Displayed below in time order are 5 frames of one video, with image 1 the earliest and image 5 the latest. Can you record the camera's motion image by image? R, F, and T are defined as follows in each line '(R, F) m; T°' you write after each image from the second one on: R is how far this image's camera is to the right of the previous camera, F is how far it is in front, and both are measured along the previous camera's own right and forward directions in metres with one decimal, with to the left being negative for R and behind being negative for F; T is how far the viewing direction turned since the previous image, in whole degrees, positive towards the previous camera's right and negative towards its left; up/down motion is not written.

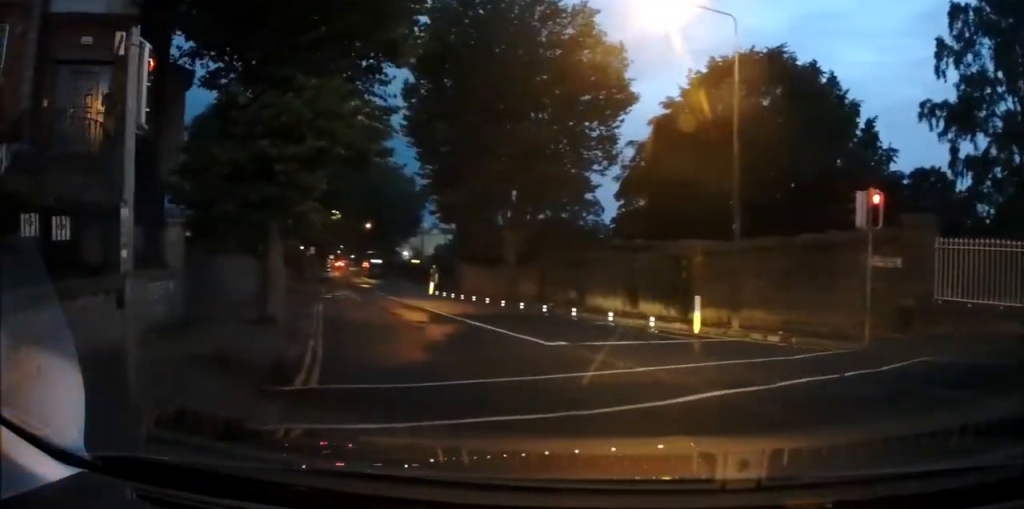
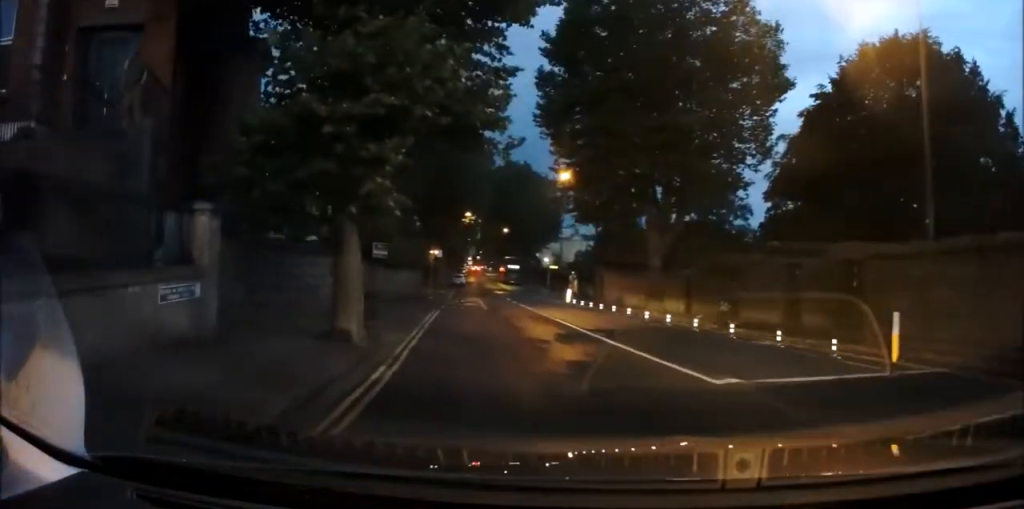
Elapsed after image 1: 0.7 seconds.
(-0.4, +3.3) m; -10°
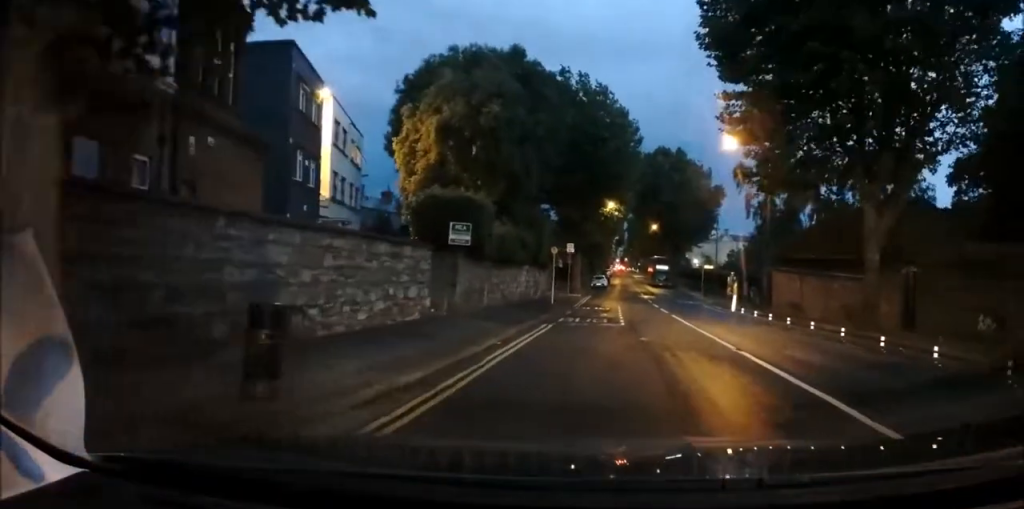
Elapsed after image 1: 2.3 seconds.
(-0.7, +10.5) m; -6°
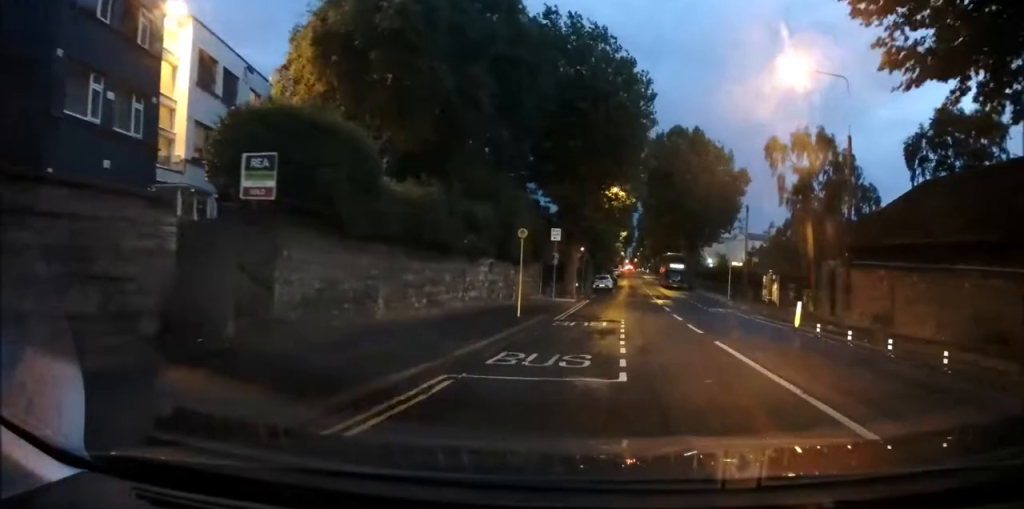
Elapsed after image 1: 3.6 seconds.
(-0.3, +10.8) m; -2°
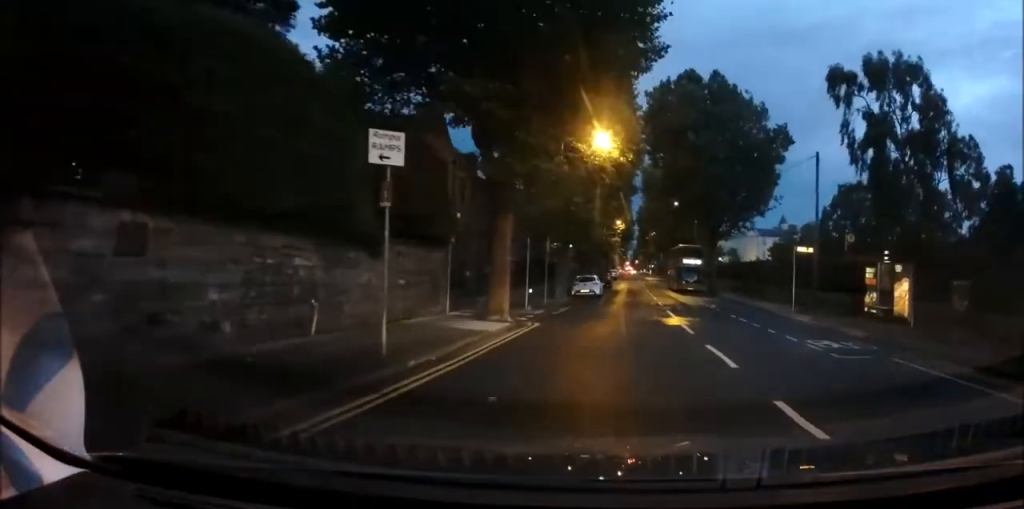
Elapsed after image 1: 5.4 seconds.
(+0.9, +18.6) m; +3°
